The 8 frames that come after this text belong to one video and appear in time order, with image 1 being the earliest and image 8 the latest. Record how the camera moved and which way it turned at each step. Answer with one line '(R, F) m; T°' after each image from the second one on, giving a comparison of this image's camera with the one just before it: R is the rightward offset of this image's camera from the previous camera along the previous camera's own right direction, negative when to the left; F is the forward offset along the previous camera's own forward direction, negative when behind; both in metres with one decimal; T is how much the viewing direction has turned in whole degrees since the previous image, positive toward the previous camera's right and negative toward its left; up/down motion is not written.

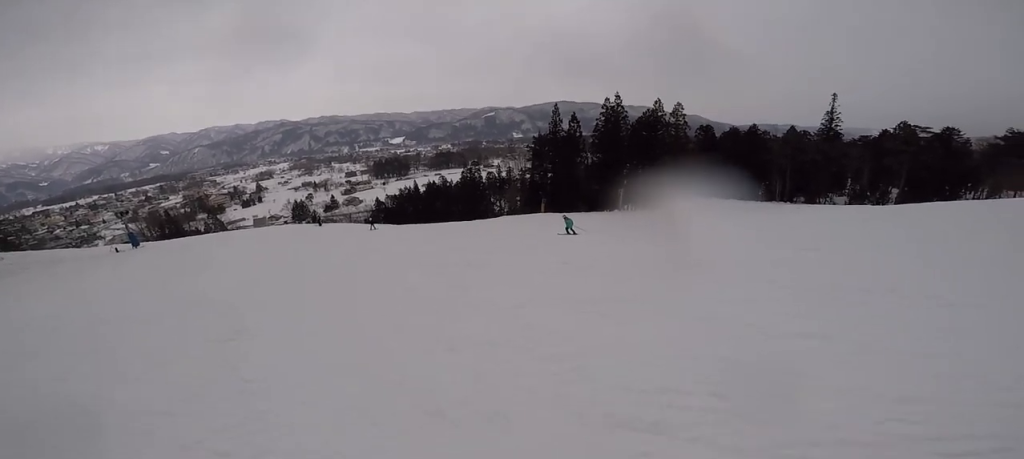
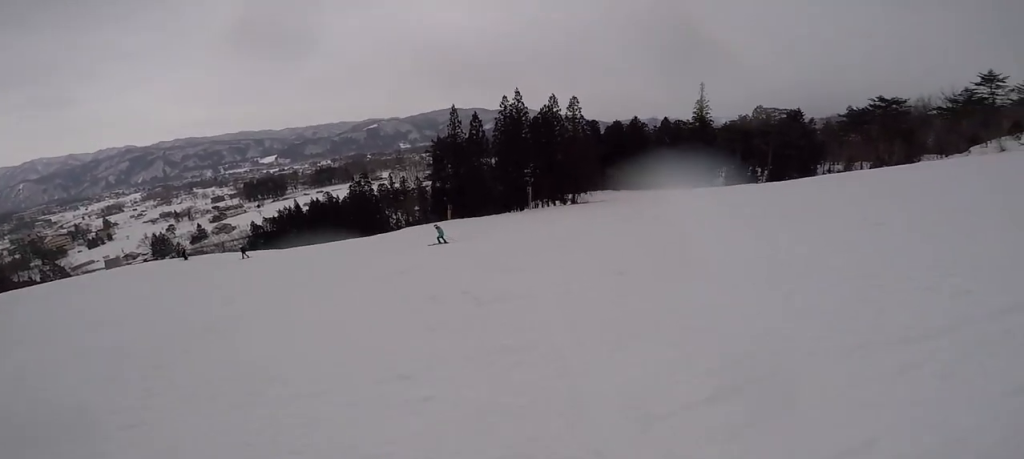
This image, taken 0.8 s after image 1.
(+0.2, +3.0) m; +21°
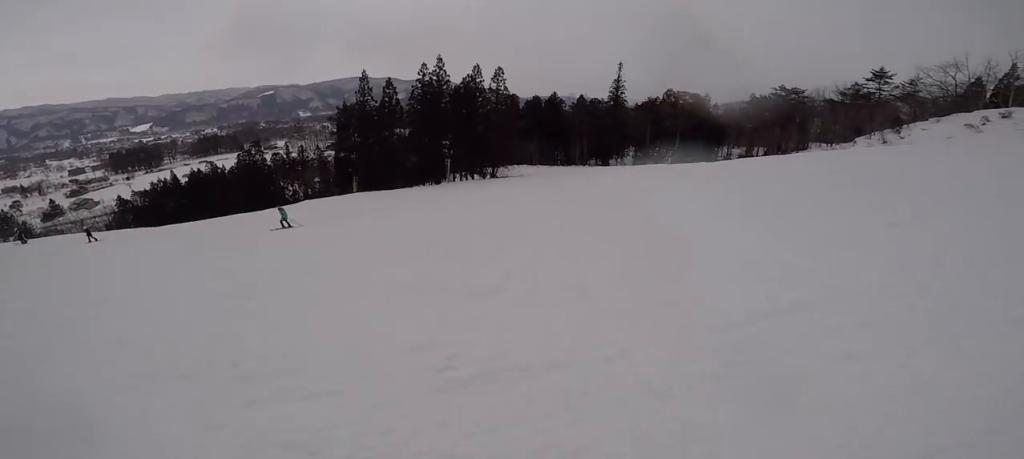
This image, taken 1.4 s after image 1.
(+0.3, +2.3) m; +26°
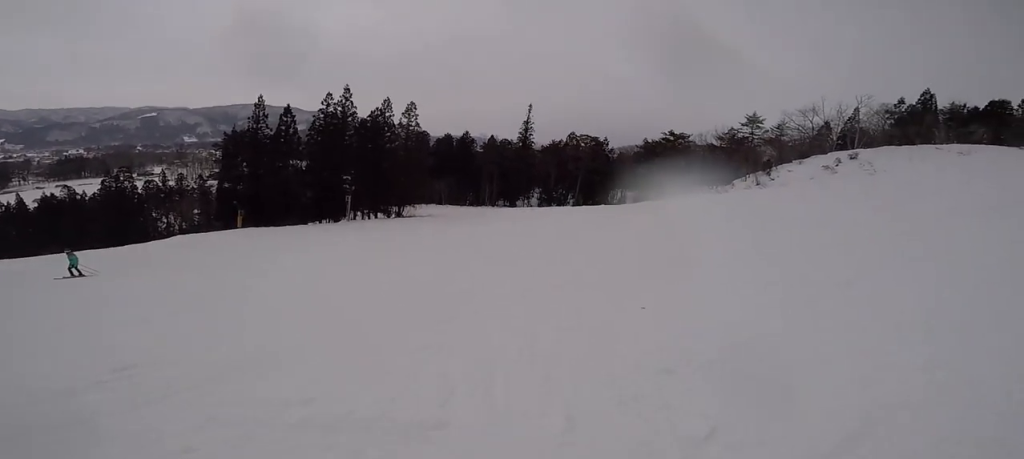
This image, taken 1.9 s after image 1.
(+0.6, +1.8) m; +10°
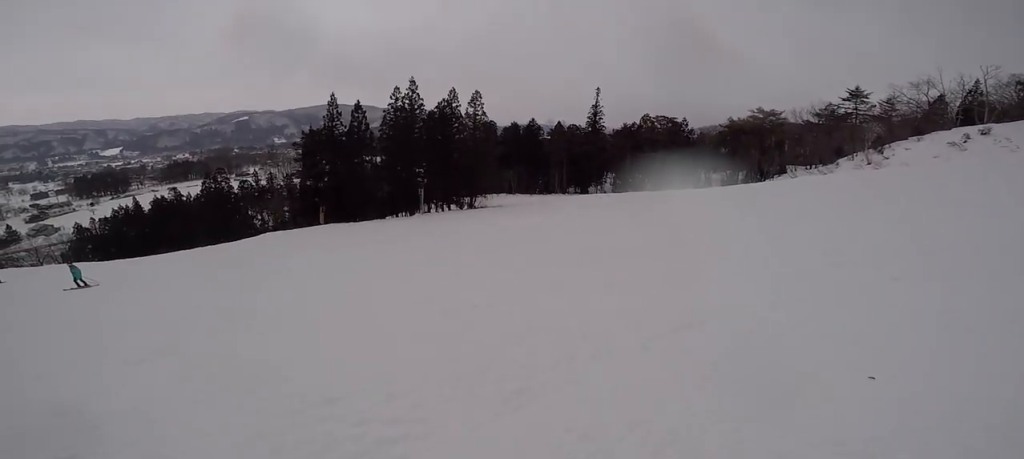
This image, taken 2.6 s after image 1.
(+0.7, +2.7) m; +6°
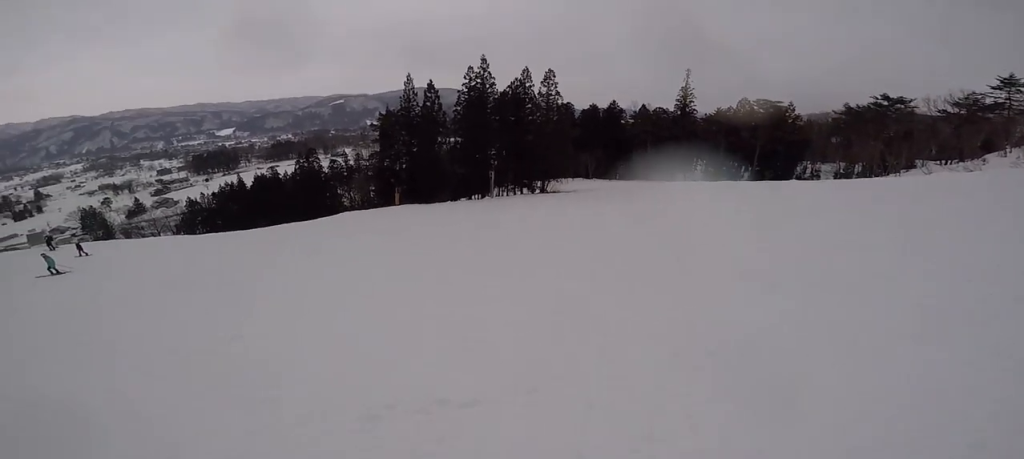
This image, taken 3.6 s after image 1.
(-0.5, +3.9) m; -27°
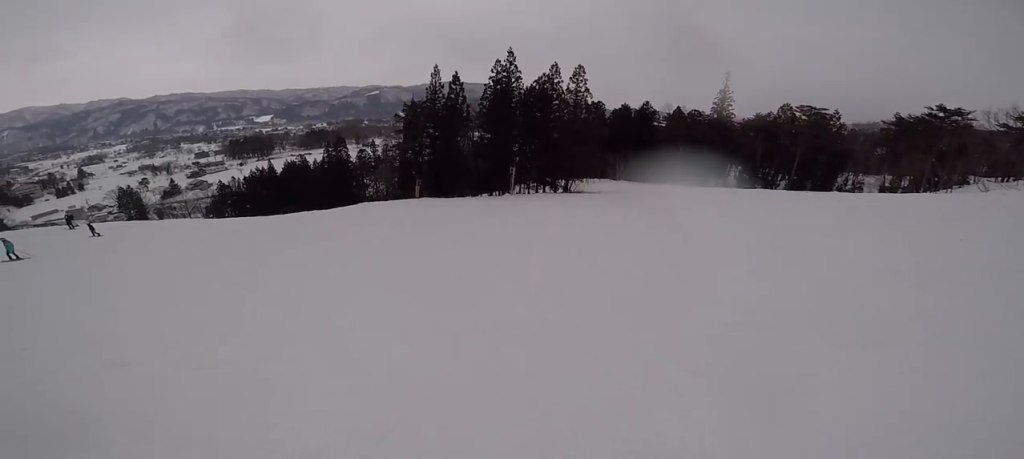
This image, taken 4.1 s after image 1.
(-0.7, +2.6) m; -10°
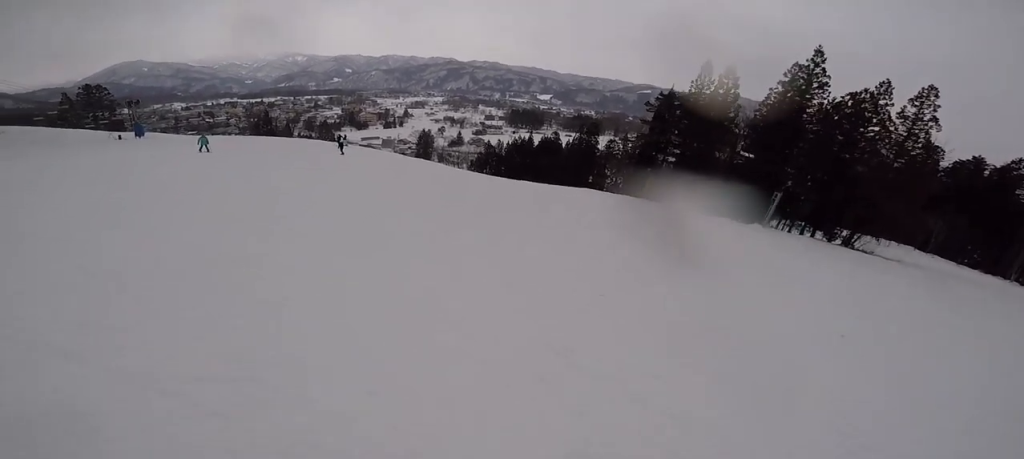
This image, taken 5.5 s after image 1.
(-1.2, +7.6) m; -24°
